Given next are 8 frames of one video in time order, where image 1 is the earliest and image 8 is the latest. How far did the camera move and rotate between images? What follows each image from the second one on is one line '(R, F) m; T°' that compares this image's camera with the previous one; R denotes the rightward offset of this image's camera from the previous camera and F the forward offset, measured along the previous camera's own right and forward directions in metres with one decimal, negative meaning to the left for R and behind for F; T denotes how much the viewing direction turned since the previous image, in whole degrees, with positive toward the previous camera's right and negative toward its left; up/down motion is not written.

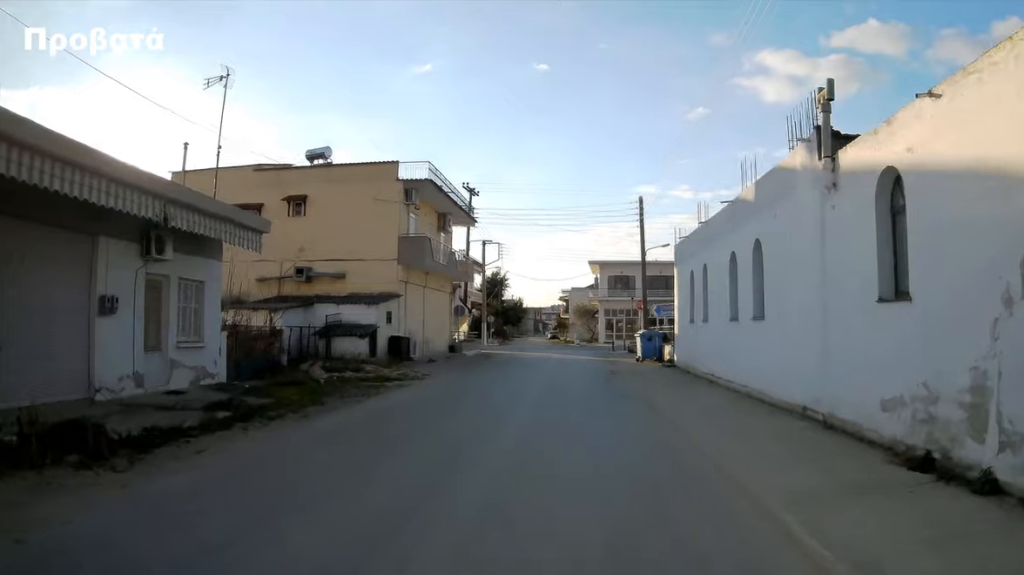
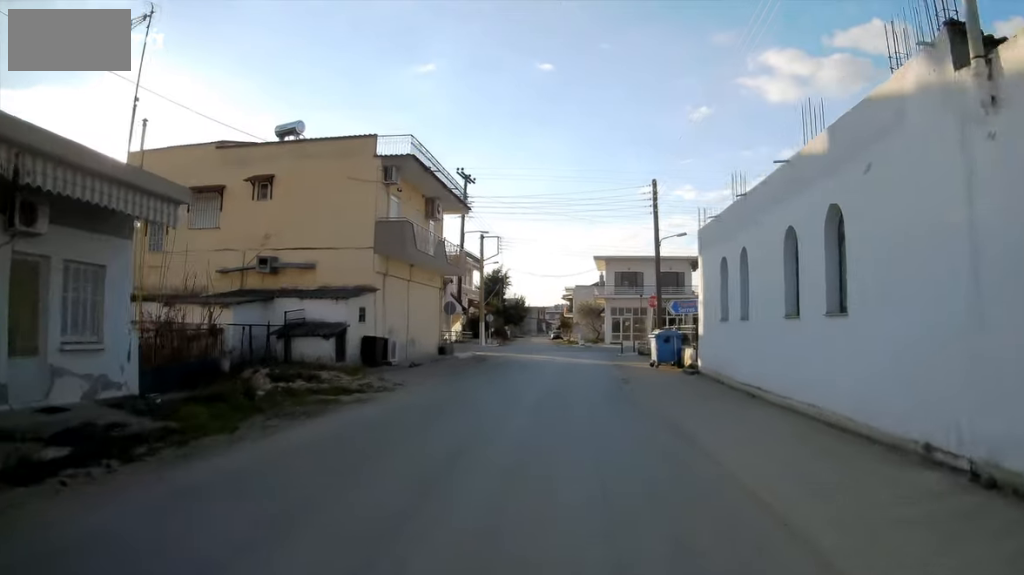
(0.0, +4.1) m; 0°
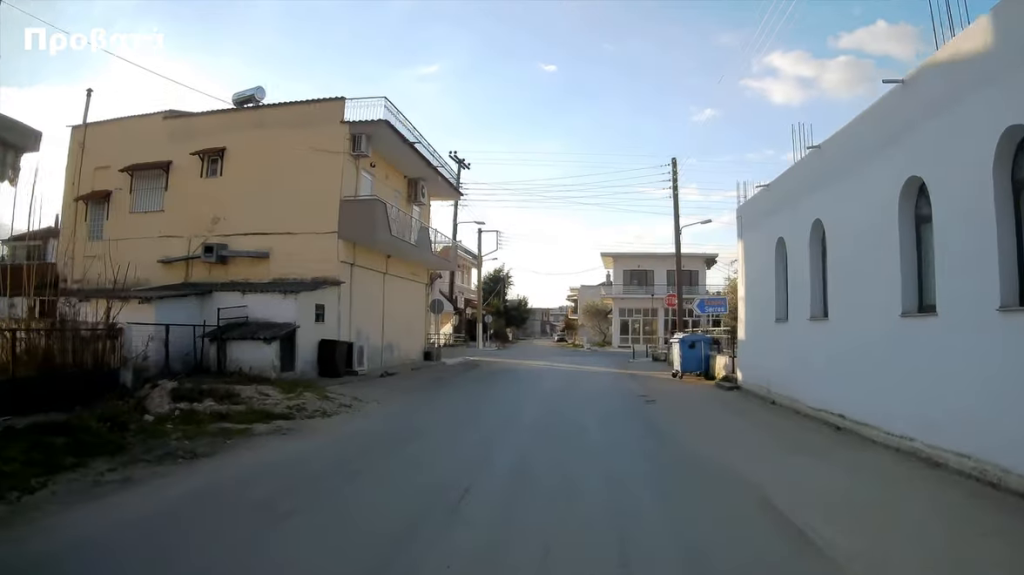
(0.0, +4.6) m; +1°
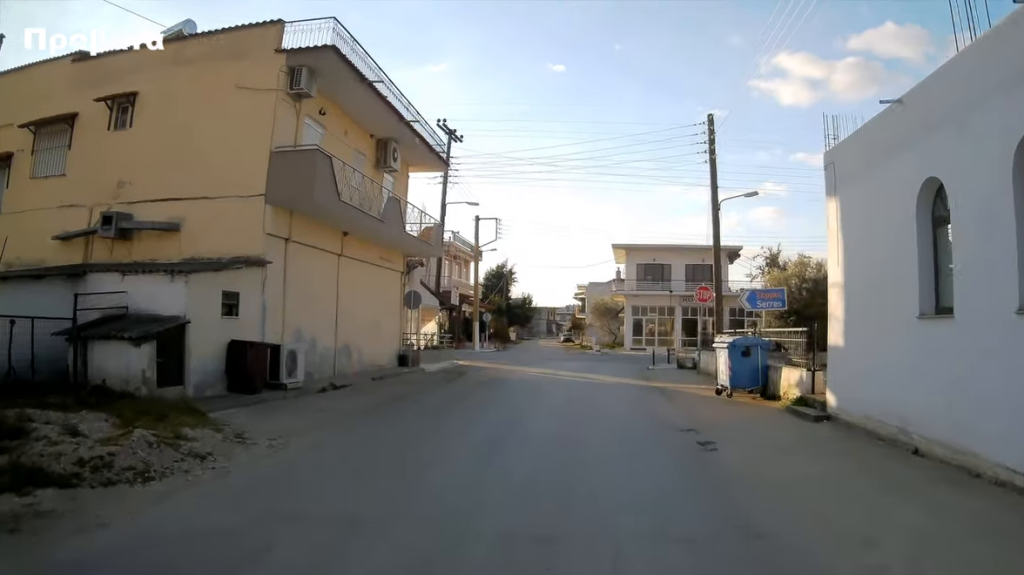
(+0.1, +6.0) m; 0°
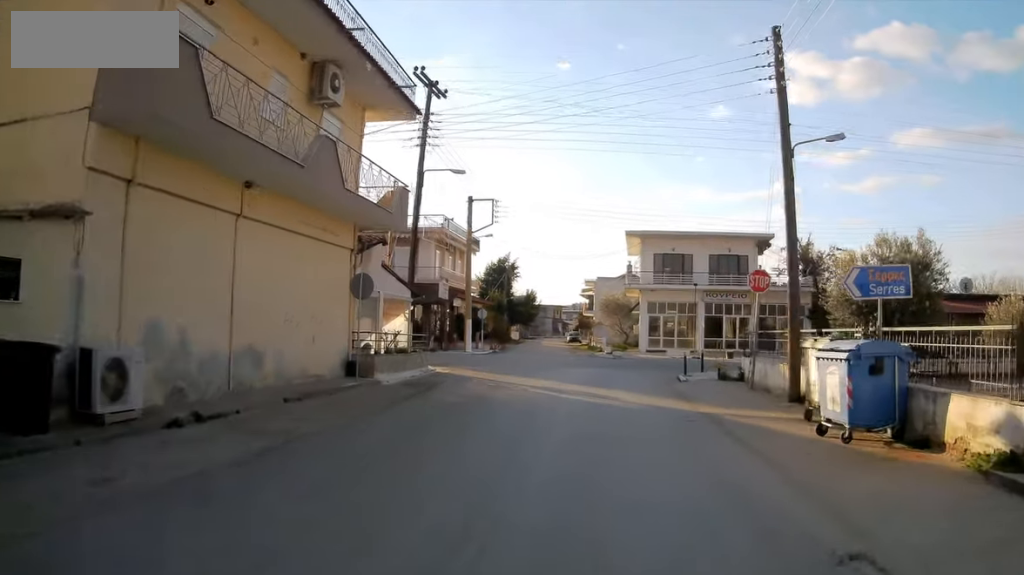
(0.0, +7.0) m; -1°
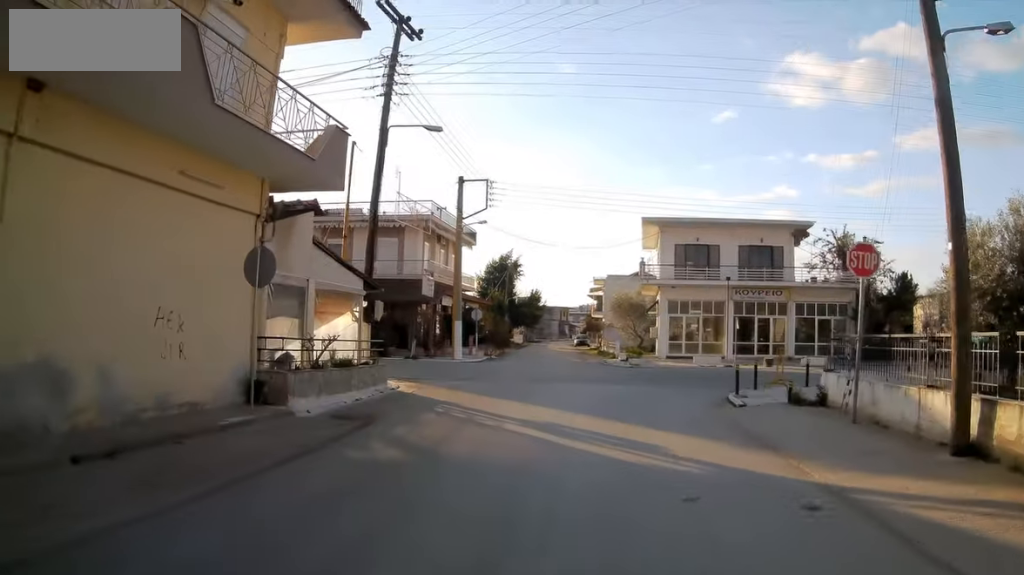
(-0.1, +6.8) m; -1°
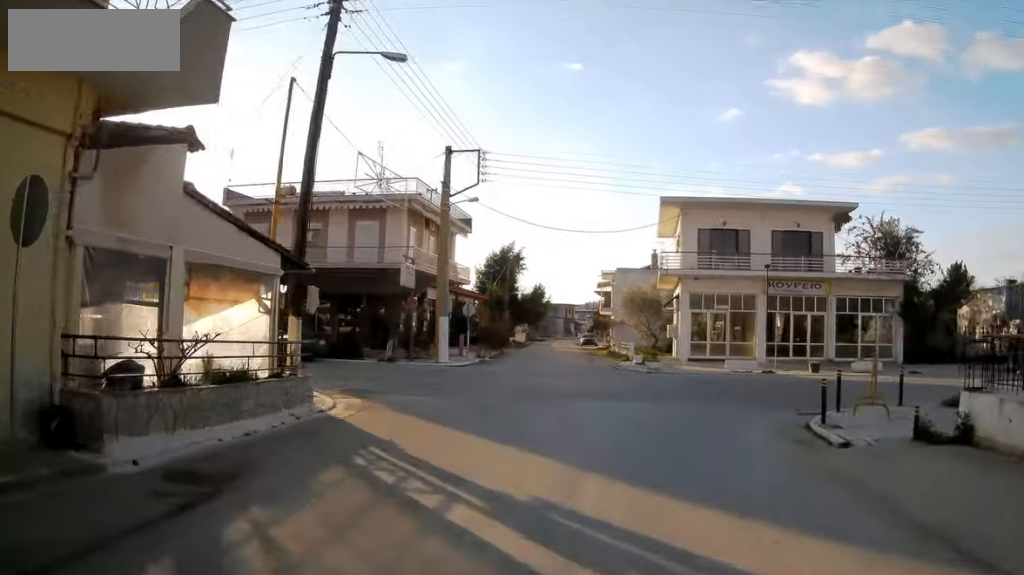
(0.0, +6.6) m; 0°
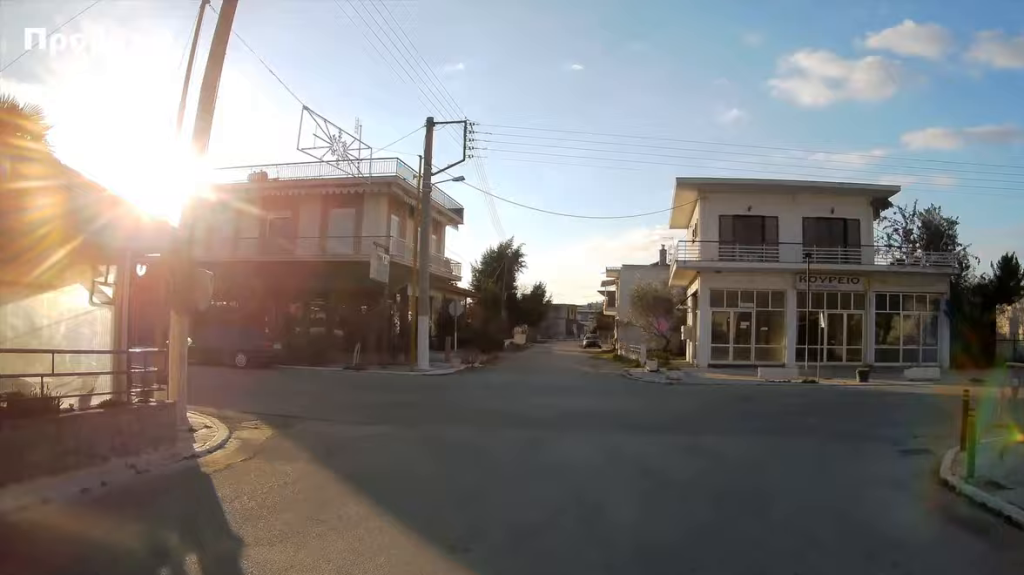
(0.0, +6.1) m; -1°
